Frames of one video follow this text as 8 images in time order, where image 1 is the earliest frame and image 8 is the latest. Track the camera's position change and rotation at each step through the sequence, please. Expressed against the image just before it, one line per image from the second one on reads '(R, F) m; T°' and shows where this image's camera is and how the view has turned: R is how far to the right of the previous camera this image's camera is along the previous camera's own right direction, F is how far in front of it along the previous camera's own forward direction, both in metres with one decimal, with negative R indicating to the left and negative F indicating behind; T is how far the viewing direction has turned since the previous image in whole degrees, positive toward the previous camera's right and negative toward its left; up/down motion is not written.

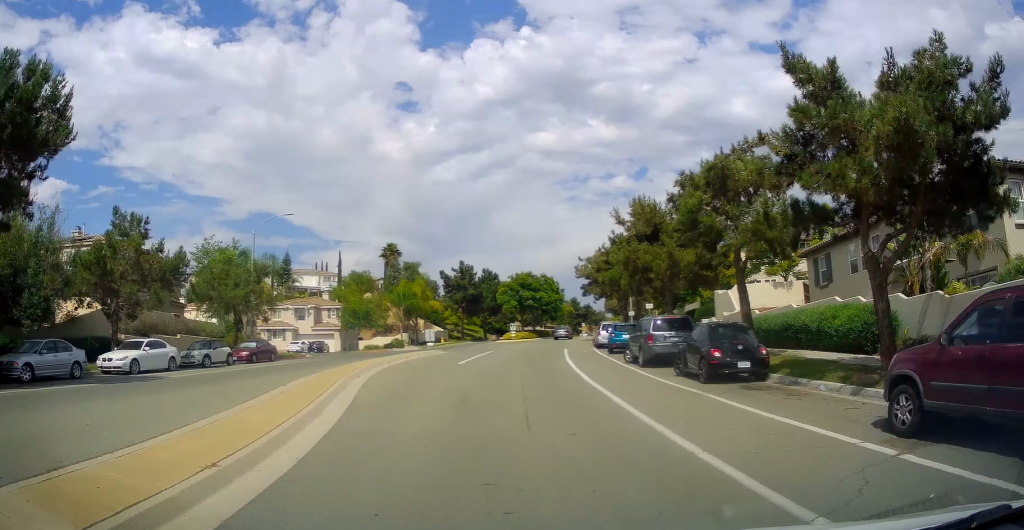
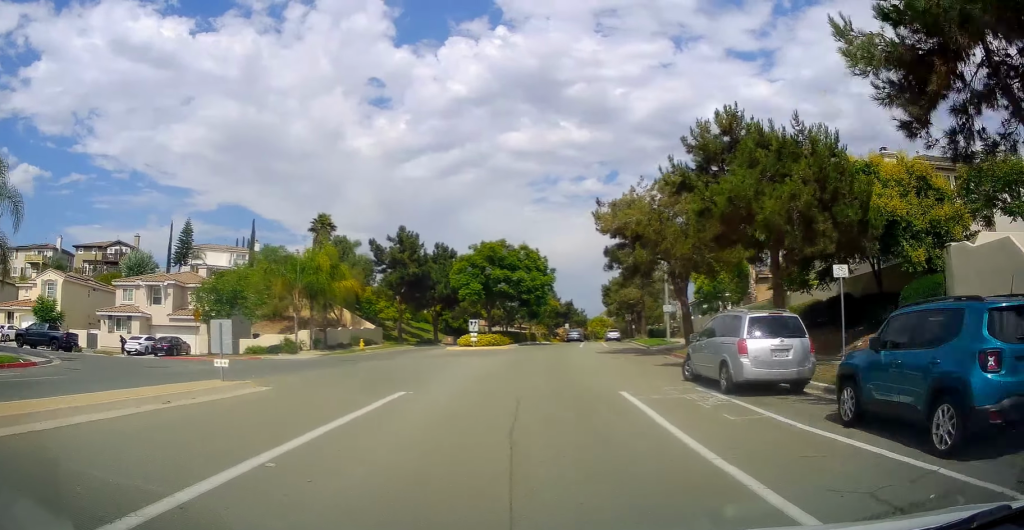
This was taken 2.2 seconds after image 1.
(+0.8, +27.7) m; +3°
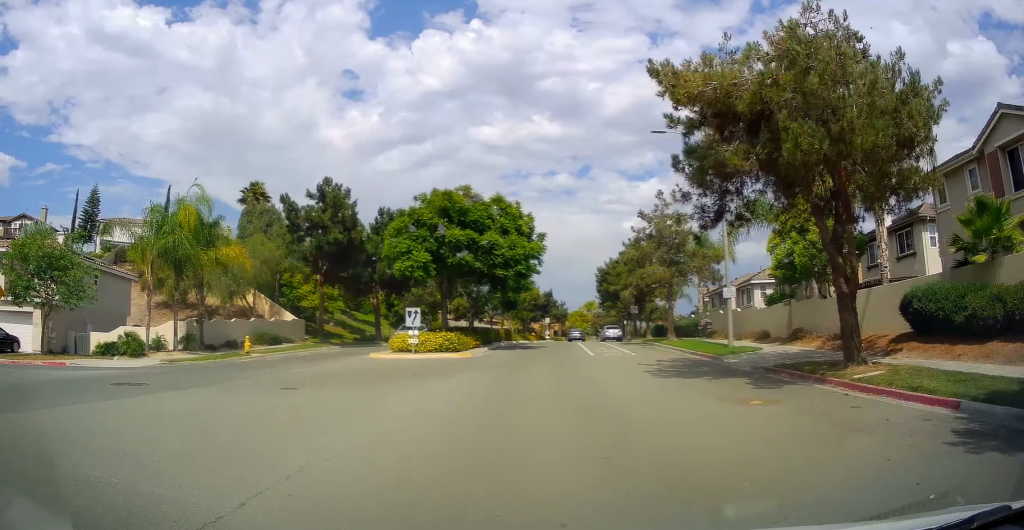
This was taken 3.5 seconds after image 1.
(0.0, +17.1) m; +2°
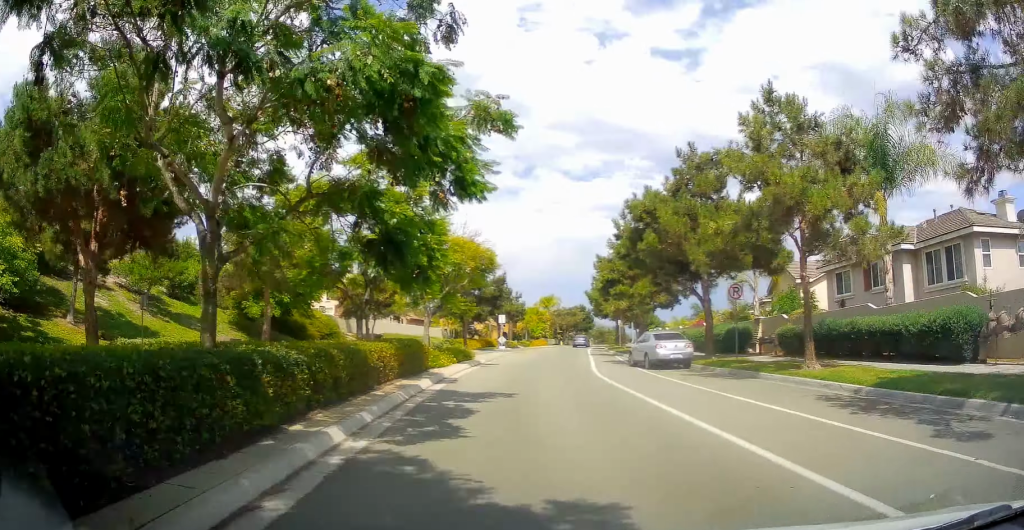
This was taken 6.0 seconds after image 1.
(+1.5, +32.2) m; +5°
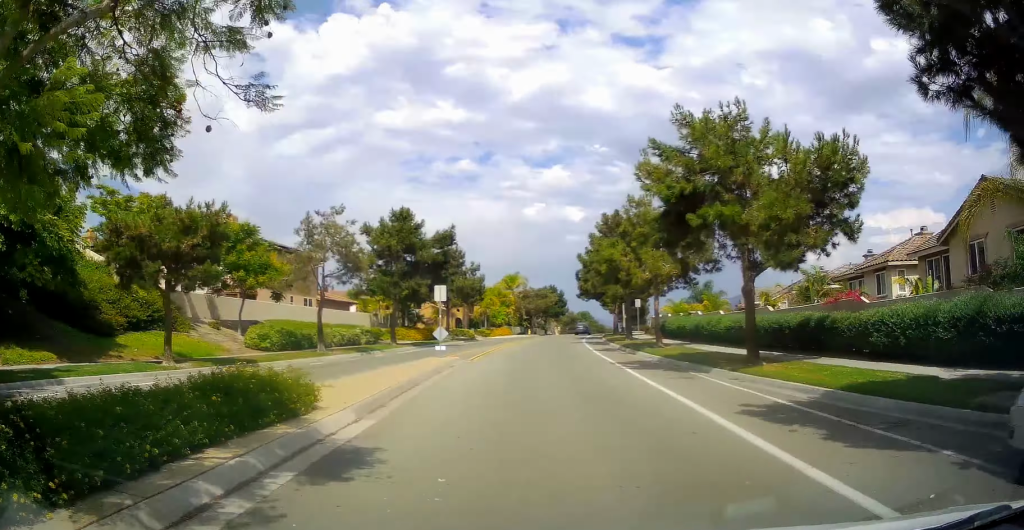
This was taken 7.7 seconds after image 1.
(+0.6, +22.4) m; +4°
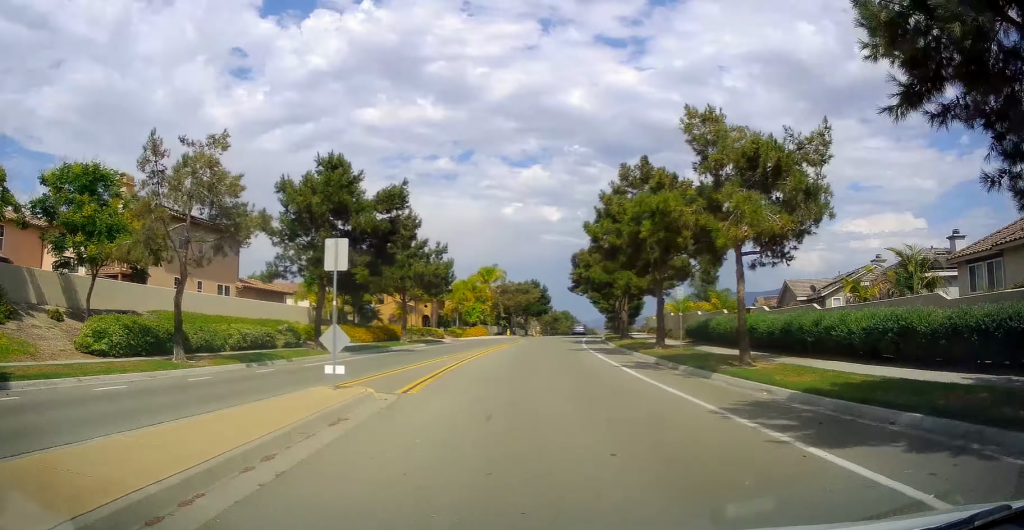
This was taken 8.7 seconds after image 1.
(+0.2, +12.5) m; +3°
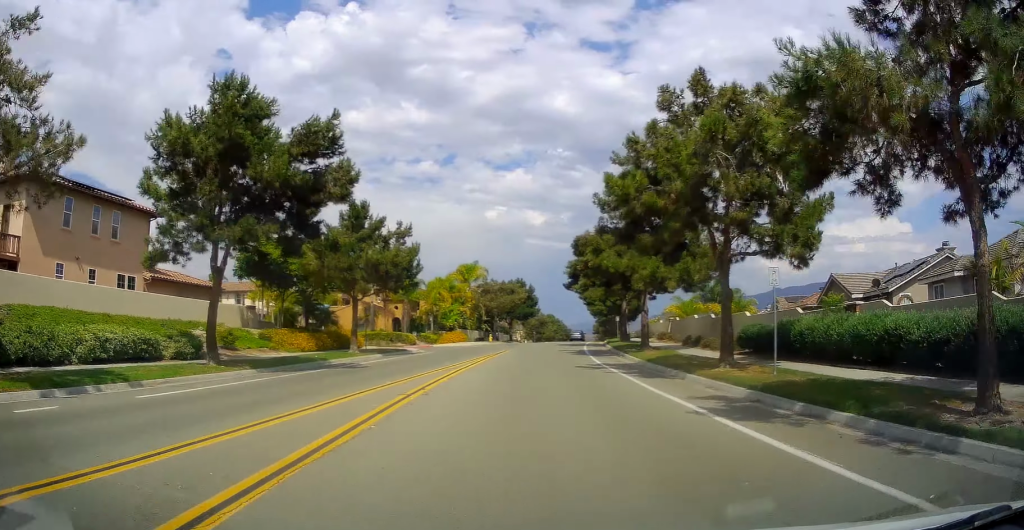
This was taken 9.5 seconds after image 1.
(0.0, +9.7) m; +2°
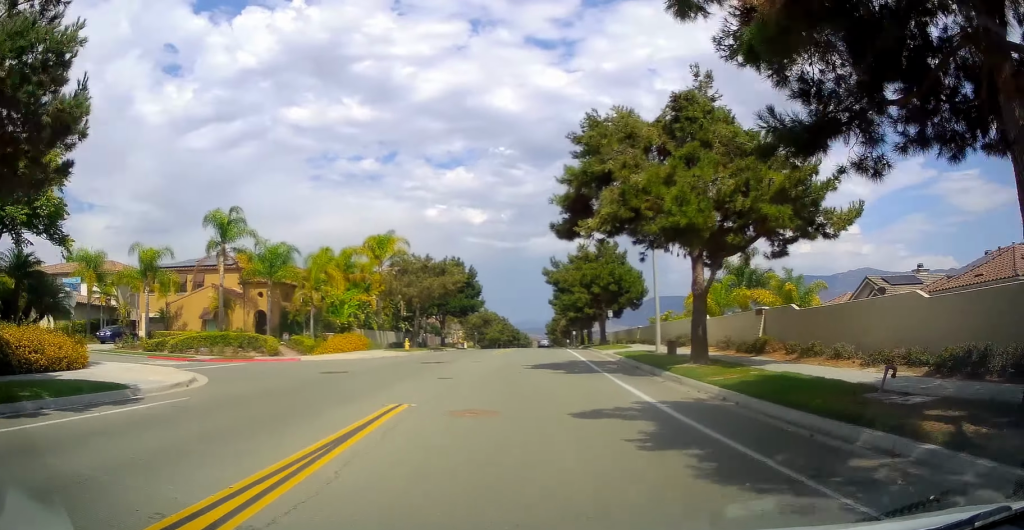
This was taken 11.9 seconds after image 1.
(+1.8, +25.5) m; +5°
